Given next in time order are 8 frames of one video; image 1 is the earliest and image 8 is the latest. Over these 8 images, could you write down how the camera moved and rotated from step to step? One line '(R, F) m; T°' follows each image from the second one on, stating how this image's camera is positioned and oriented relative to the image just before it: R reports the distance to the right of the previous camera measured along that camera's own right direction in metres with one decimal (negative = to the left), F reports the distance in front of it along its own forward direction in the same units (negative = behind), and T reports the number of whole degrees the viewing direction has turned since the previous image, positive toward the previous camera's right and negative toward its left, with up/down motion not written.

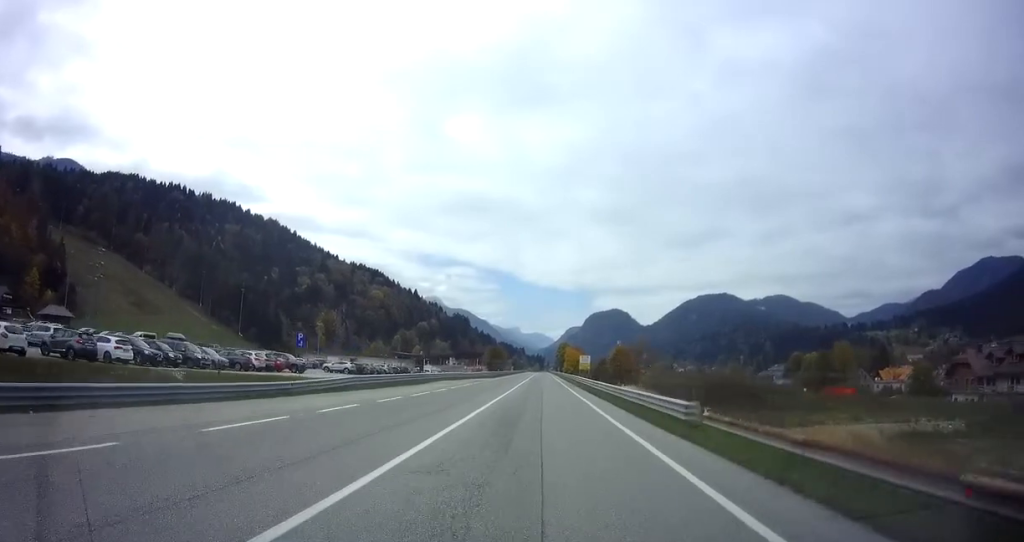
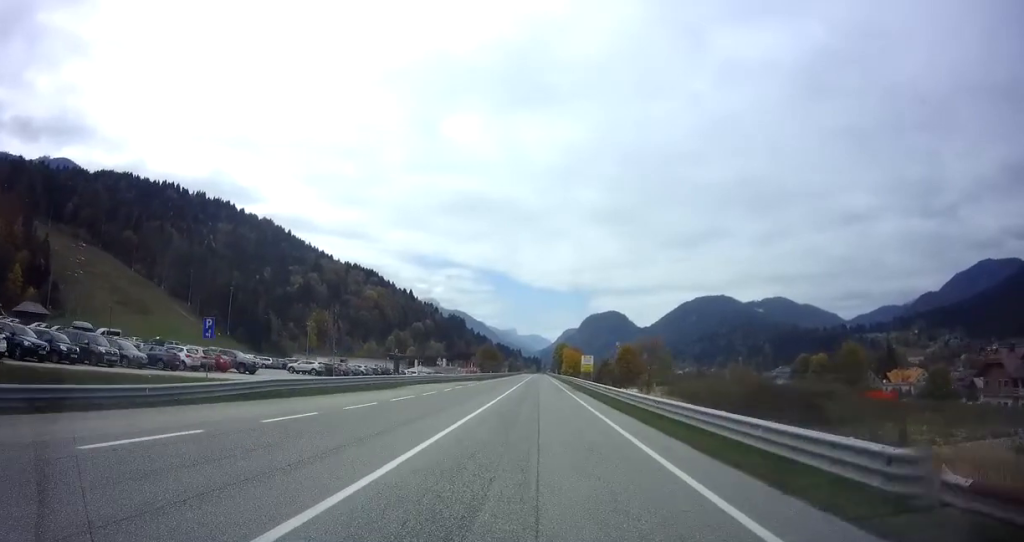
(0.0, +9.7) m; 0°
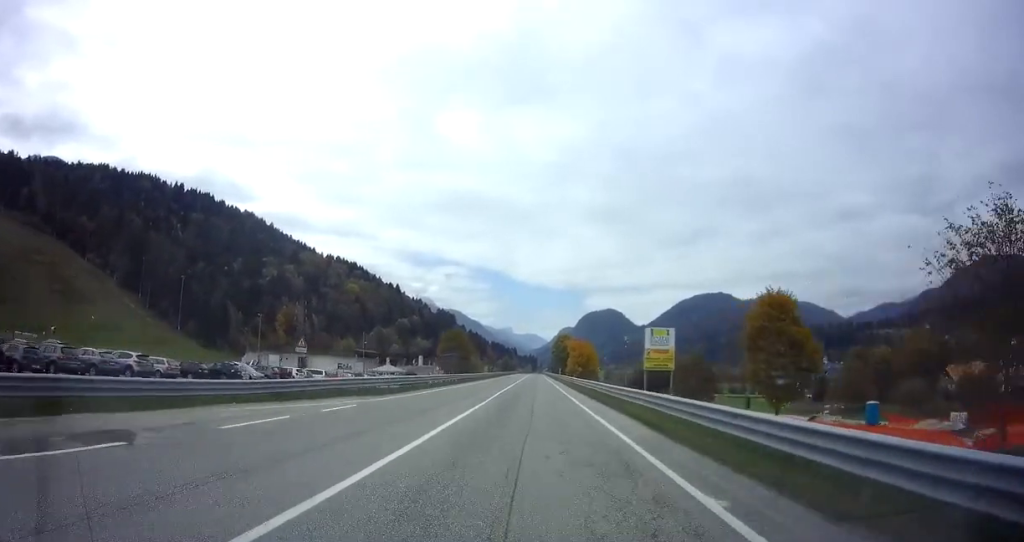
(+0.5, +43.1) m; +1°
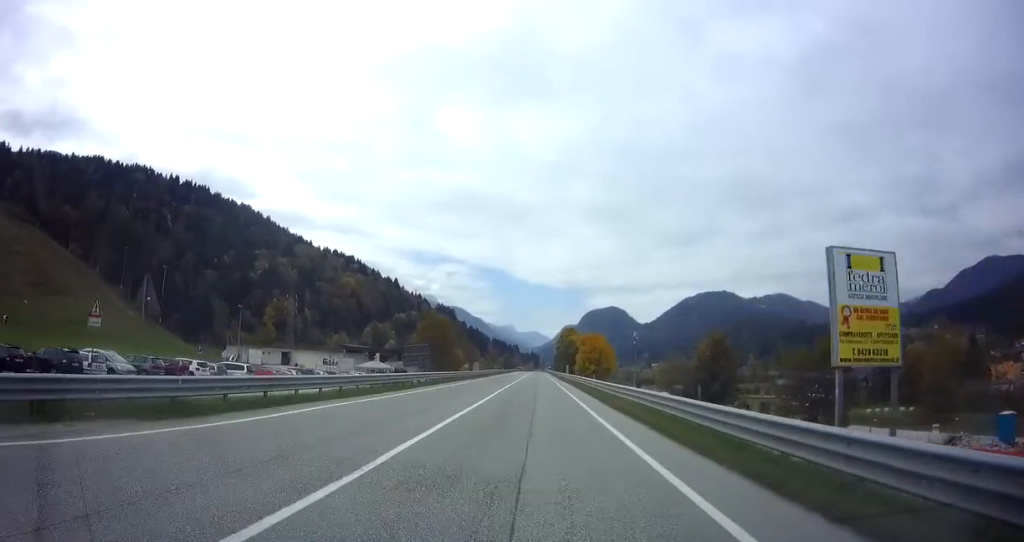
(0.0, +17.7) m; -1°
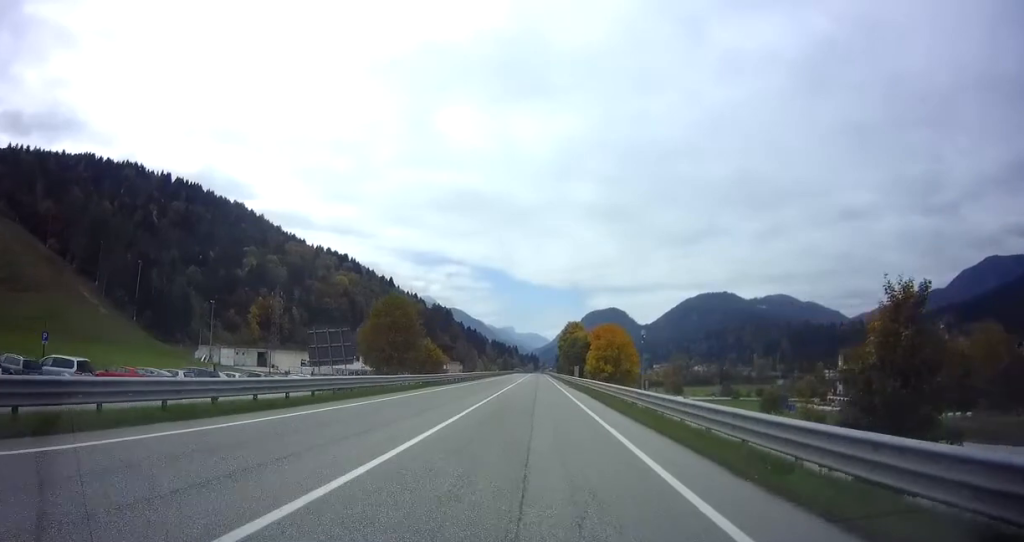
(-0.3, +18.4) m; 0°
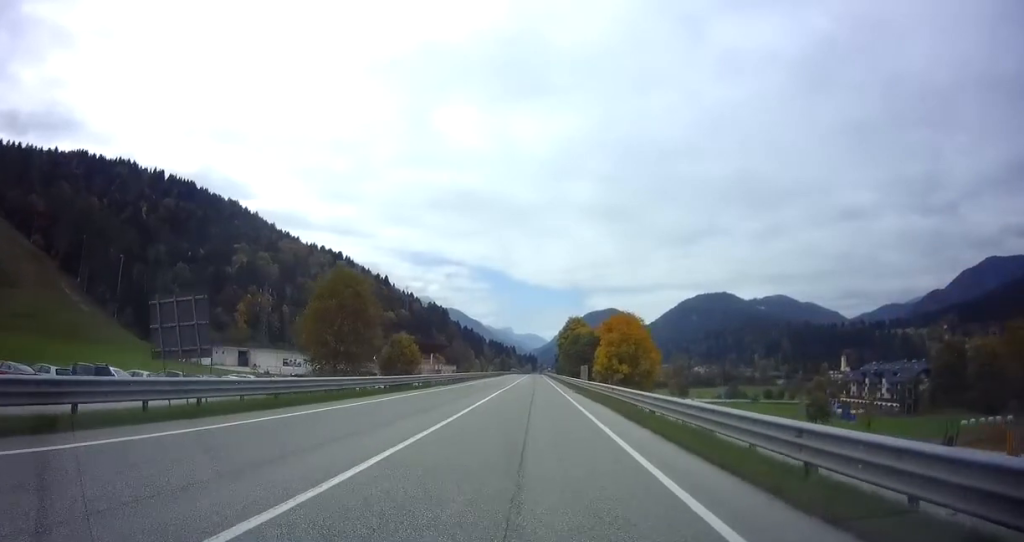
(0.0, +11.7) m; 0°
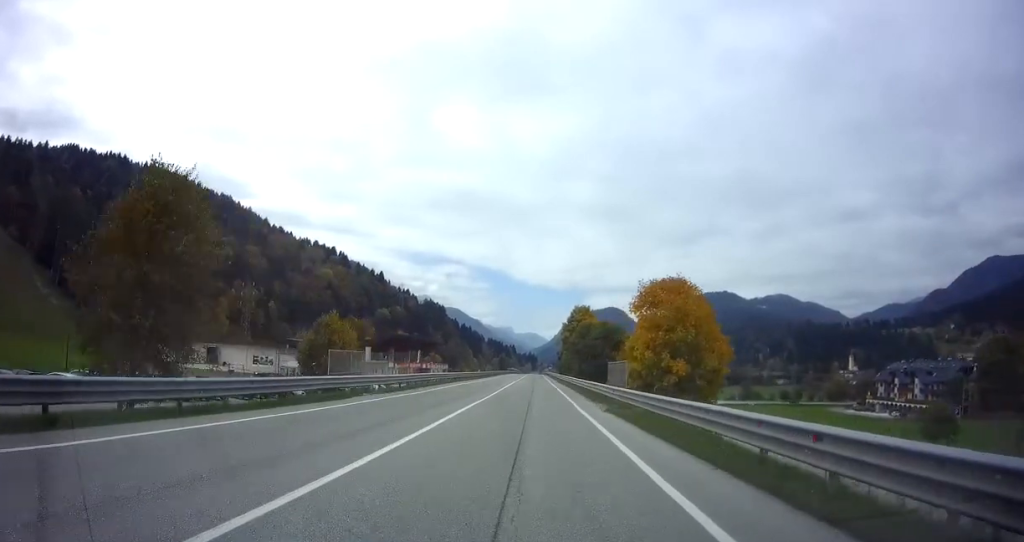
(+0.3, +18.5) m; +1°
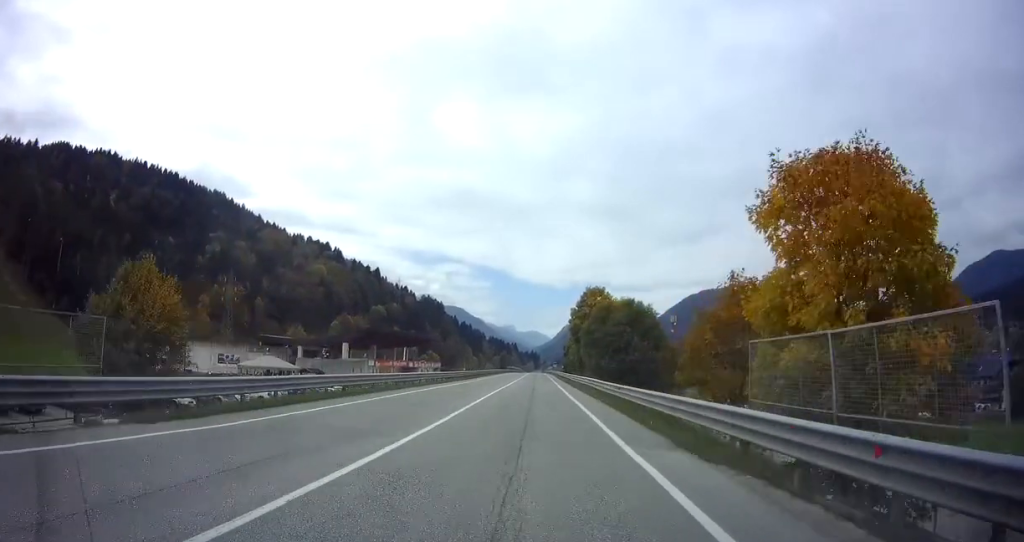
(+0.1, +19.7) m; 0°
